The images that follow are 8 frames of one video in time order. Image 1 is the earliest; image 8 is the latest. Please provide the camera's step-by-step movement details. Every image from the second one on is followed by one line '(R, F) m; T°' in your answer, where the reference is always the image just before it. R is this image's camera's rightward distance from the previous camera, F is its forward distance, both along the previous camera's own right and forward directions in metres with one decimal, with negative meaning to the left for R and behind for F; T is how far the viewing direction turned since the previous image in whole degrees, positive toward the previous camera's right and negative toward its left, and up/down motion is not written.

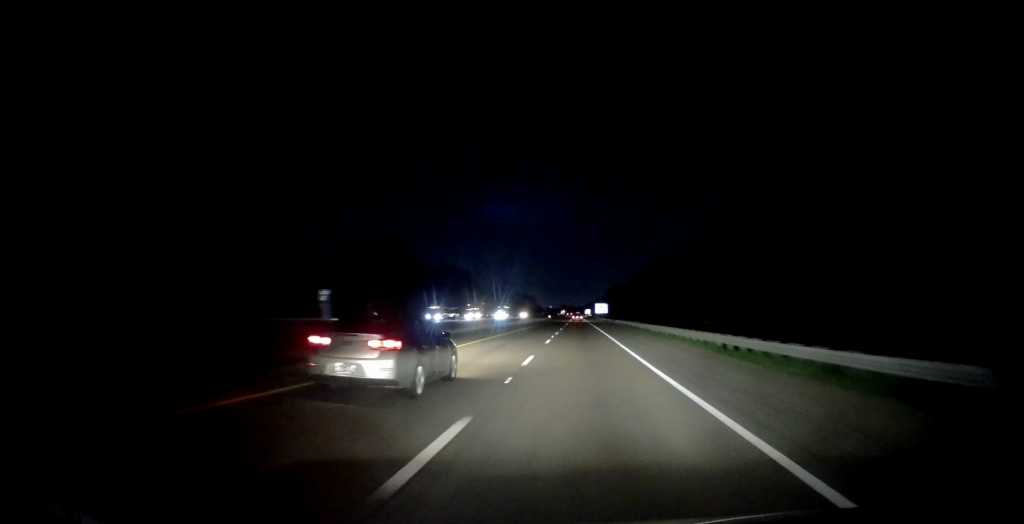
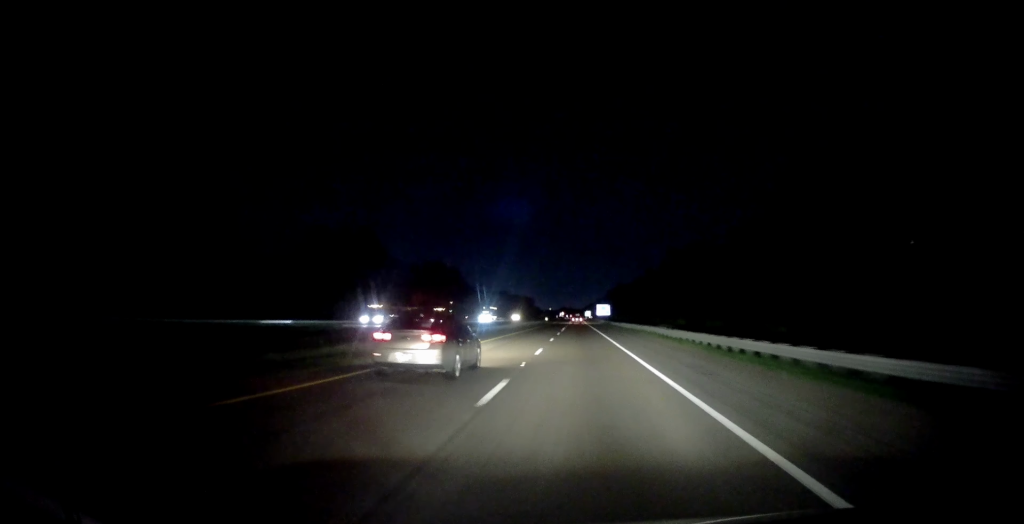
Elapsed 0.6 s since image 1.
(+0.3, +19.9) m; 0°
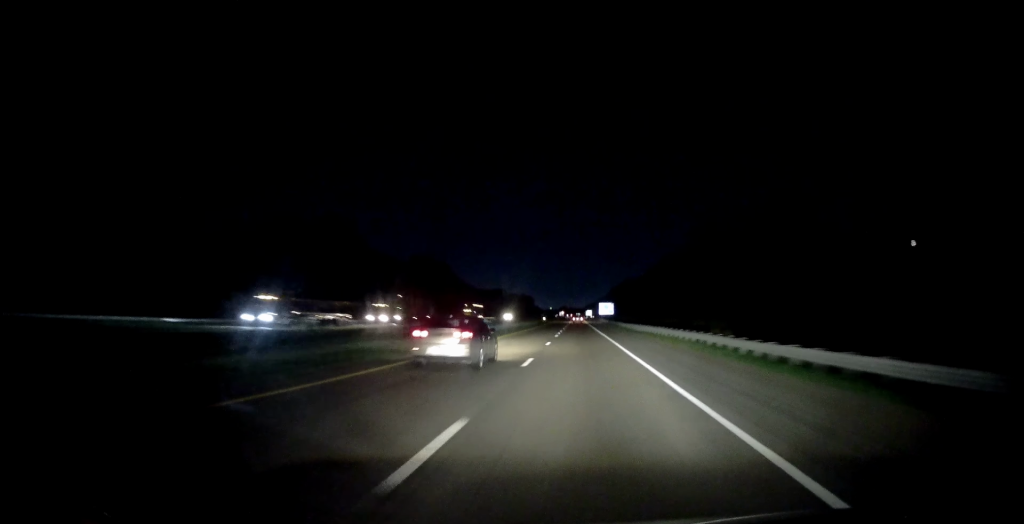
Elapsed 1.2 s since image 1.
(+0.3, +17.9) m; 0°
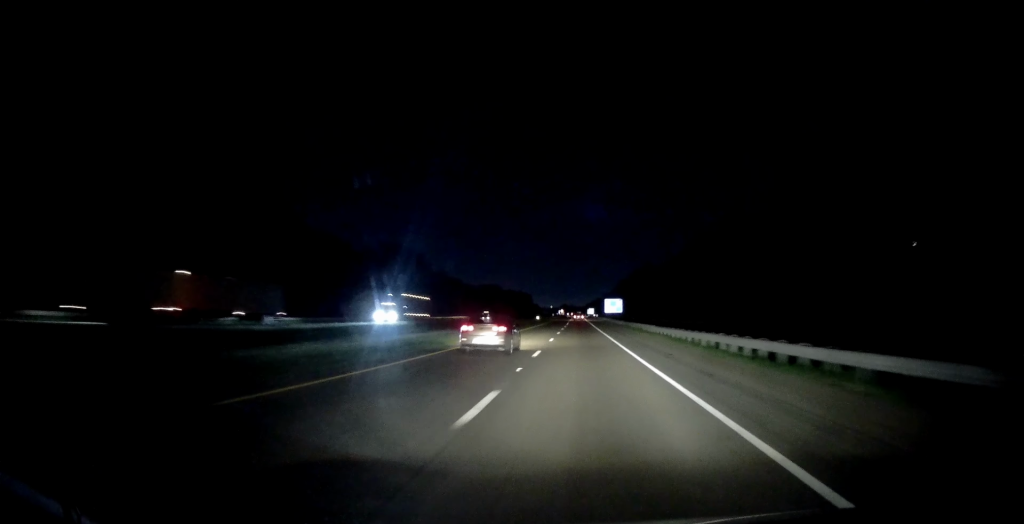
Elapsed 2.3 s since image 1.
(-0.4, +34.8) m; 0°
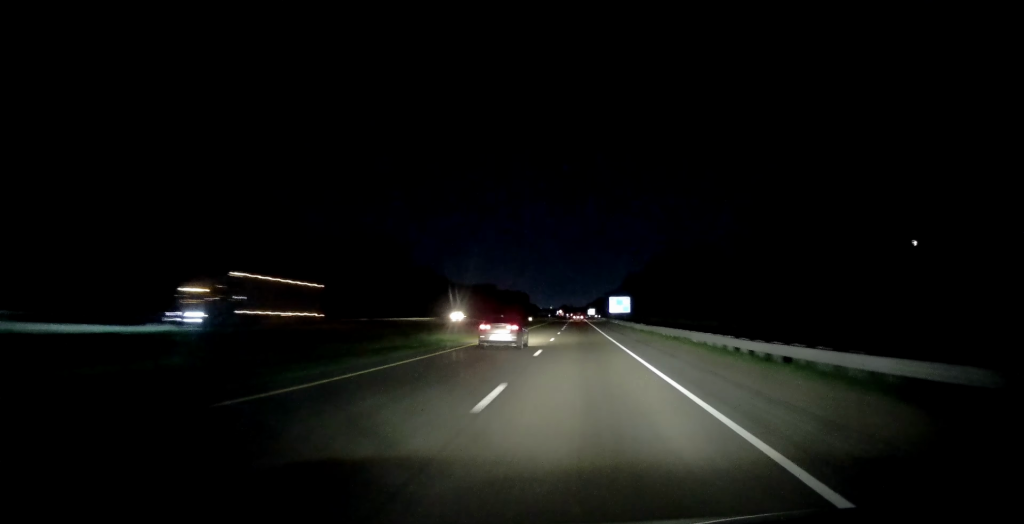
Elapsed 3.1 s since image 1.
(+0.5, +24.2) m; 0°
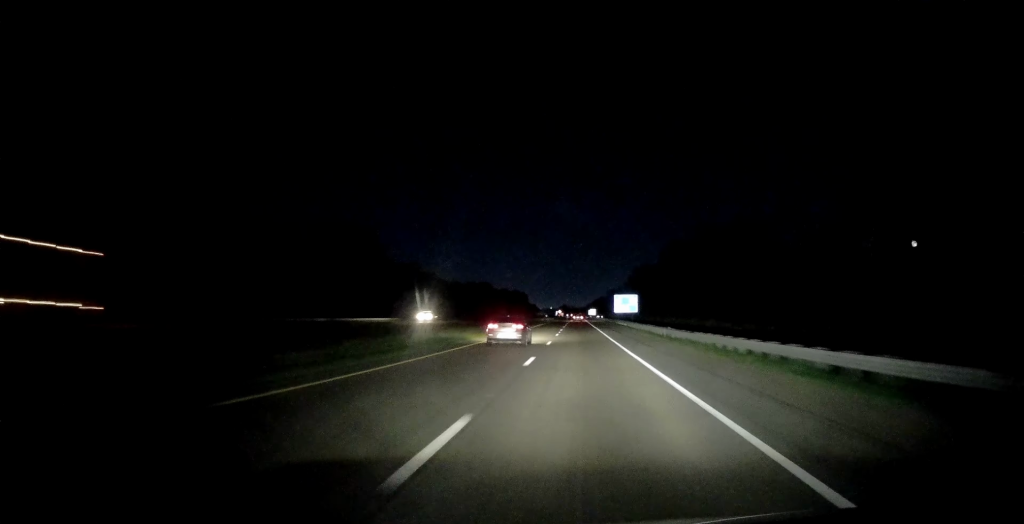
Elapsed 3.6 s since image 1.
(-0.1, +16.8) m; -1°
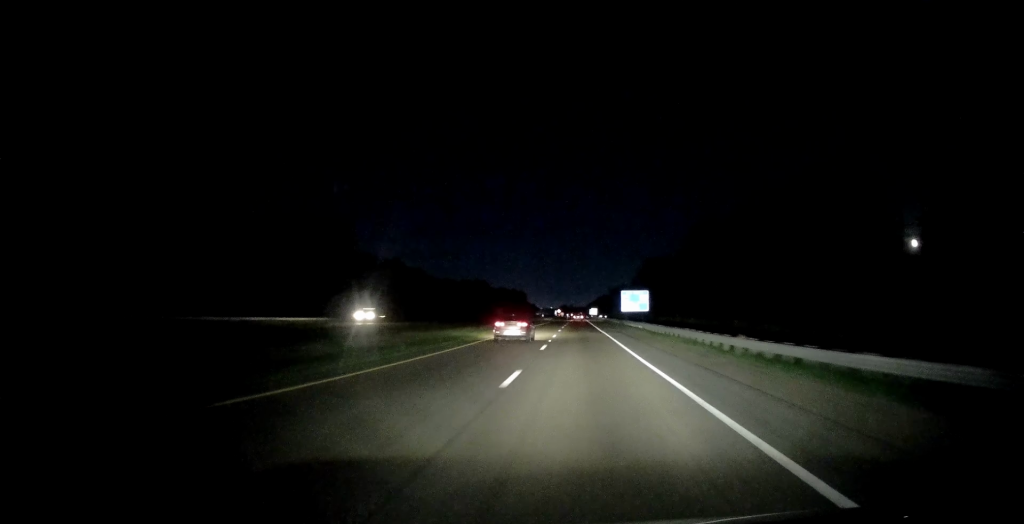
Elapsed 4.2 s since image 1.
(0.0, +17.9) m; -1°
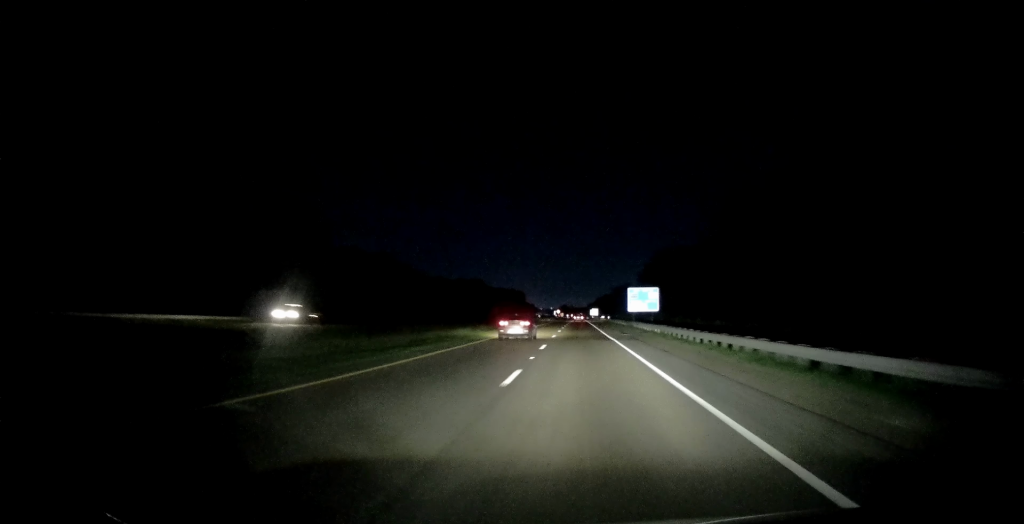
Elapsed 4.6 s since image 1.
(-0.1, +12.6) m; 0°
